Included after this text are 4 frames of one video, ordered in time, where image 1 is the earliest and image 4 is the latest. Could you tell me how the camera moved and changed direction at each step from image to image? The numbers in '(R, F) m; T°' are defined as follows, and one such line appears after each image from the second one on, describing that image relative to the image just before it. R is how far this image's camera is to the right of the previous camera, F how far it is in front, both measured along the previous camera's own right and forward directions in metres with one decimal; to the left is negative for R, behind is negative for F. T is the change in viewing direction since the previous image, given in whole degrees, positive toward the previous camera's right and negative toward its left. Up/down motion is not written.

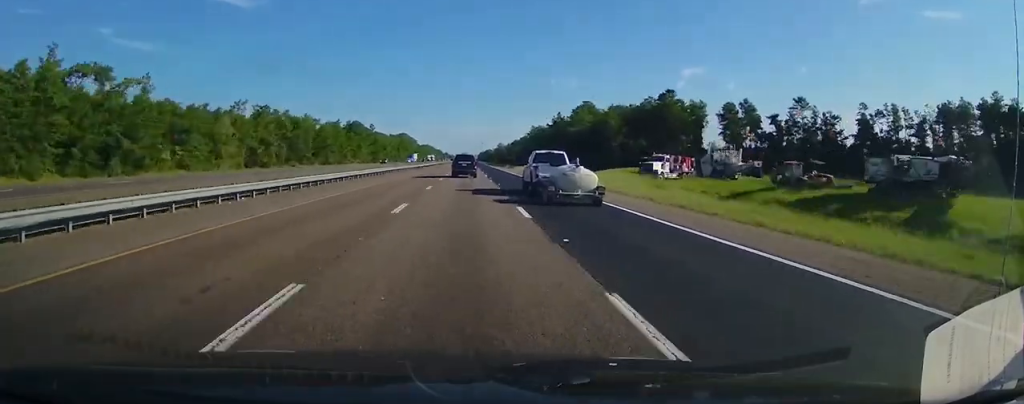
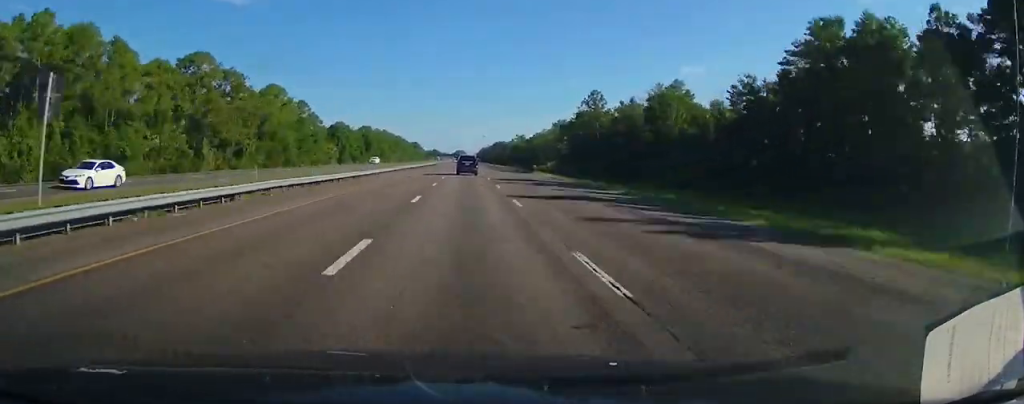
(-0.6, +330.1) m; 0°
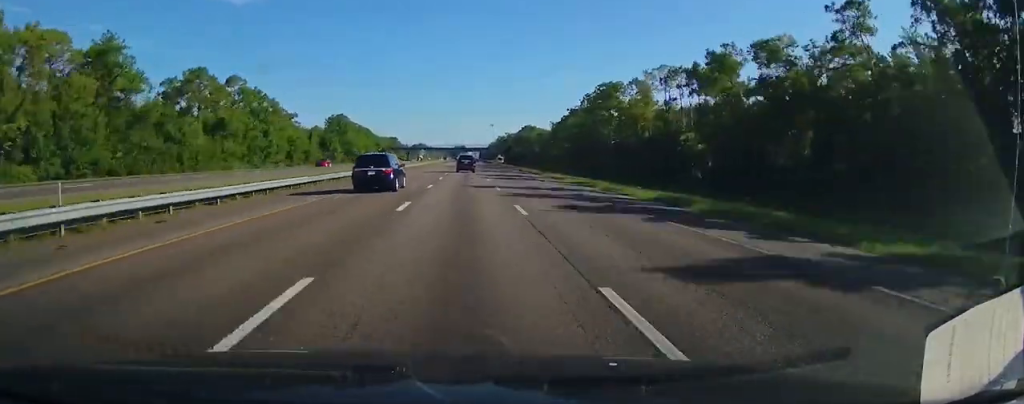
(+0.5, +334.7) m; 0°
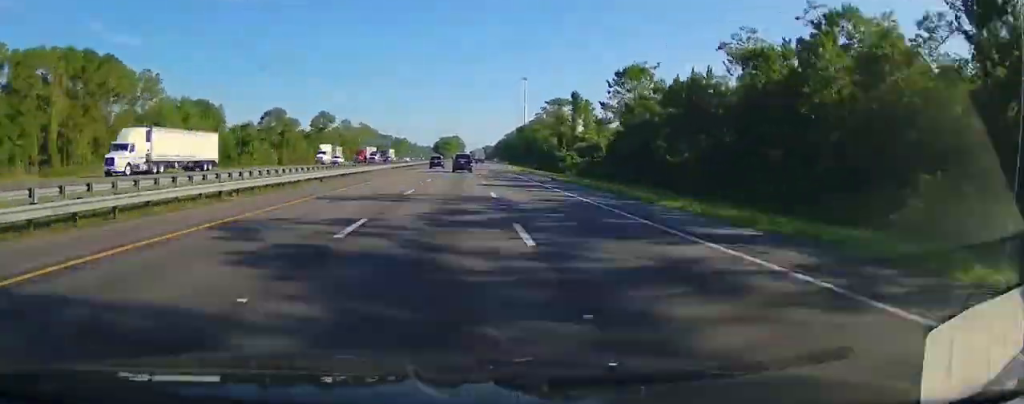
(+1.1, +486.8) m; +1°
